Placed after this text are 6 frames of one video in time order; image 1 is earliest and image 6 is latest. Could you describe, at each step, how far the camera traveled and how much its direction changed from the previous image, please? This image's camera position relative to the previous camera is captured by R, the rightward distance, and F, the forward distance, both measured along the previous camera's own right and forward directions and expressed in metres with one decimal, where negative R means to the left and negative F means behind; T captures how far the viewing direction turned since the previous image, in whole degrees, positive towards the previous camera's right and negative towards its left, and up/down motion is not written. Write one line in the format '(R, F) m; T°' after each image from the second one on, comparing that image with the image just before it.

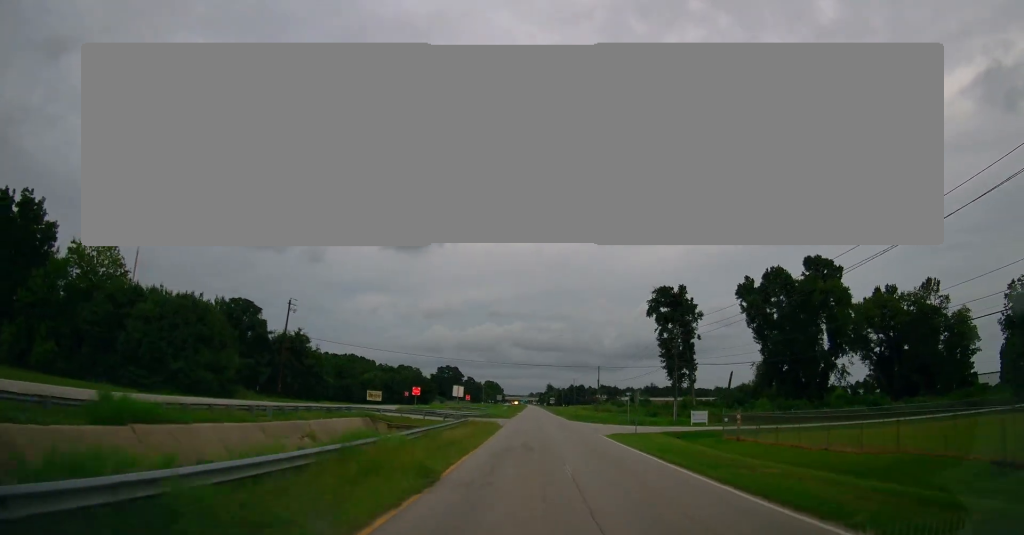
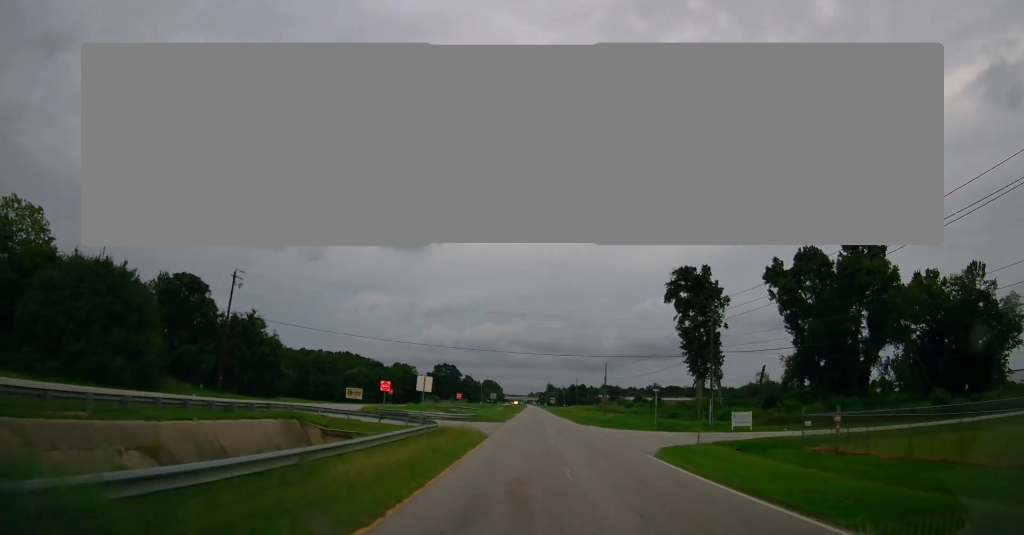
(+0.2, +13.3) m; 0°
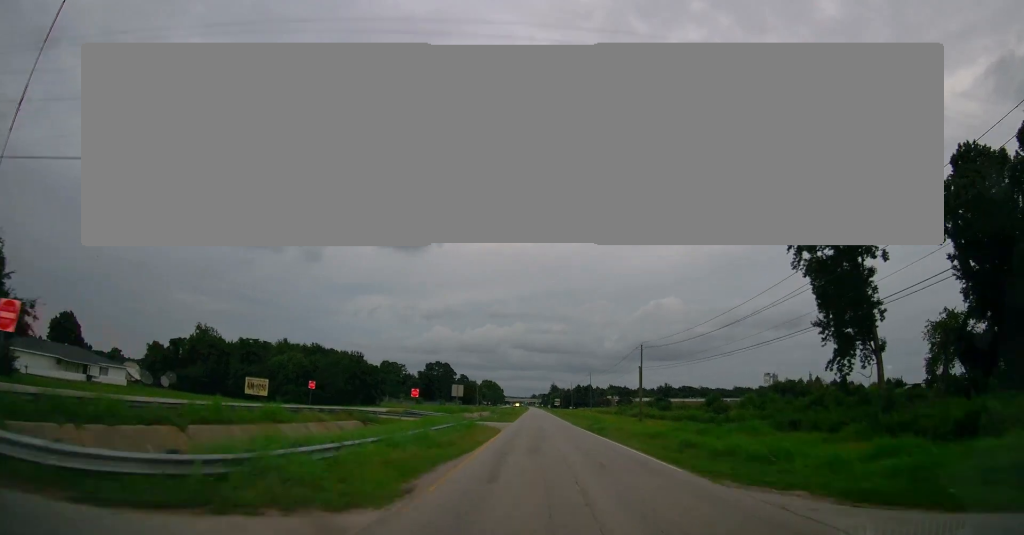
(-0.3, +38.5) m; 0°
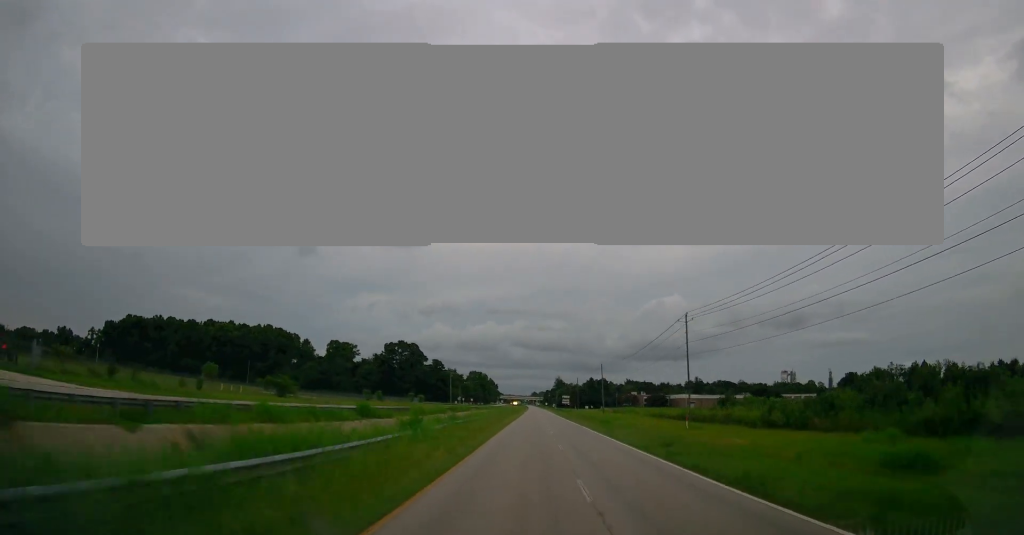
(+0.8, +97.7) m; 0°
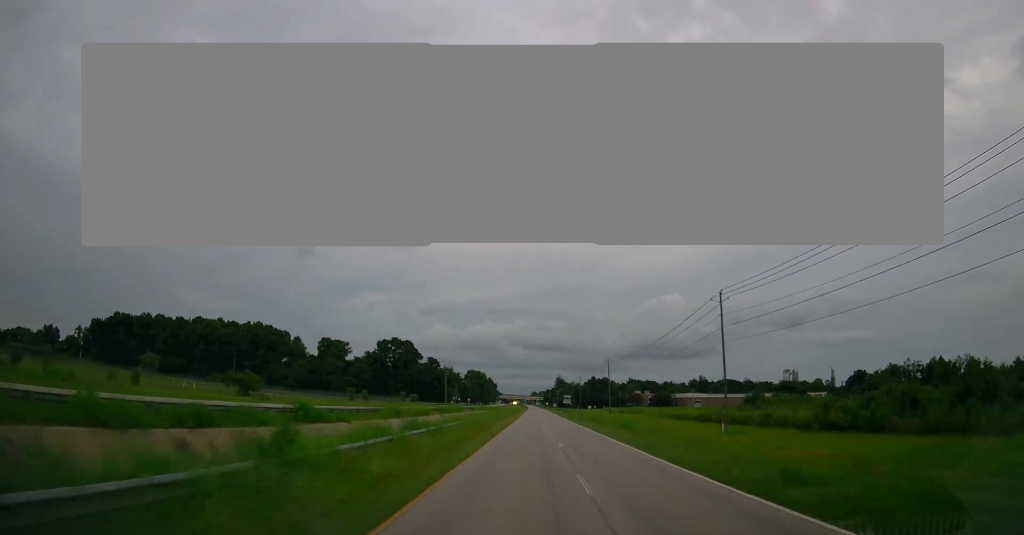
(0.0, +11.3) m; 0°
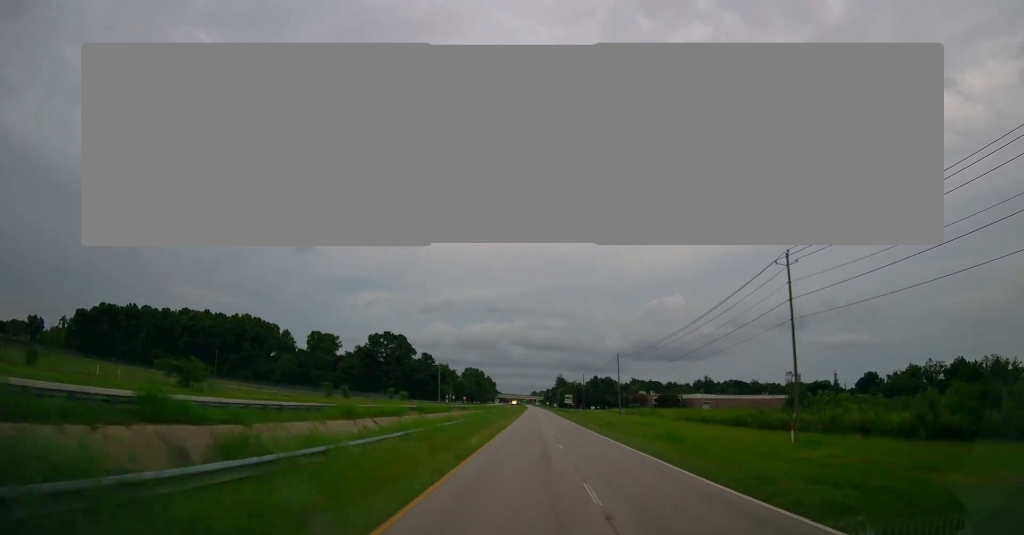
(0.0, +13.4) m; 0°
